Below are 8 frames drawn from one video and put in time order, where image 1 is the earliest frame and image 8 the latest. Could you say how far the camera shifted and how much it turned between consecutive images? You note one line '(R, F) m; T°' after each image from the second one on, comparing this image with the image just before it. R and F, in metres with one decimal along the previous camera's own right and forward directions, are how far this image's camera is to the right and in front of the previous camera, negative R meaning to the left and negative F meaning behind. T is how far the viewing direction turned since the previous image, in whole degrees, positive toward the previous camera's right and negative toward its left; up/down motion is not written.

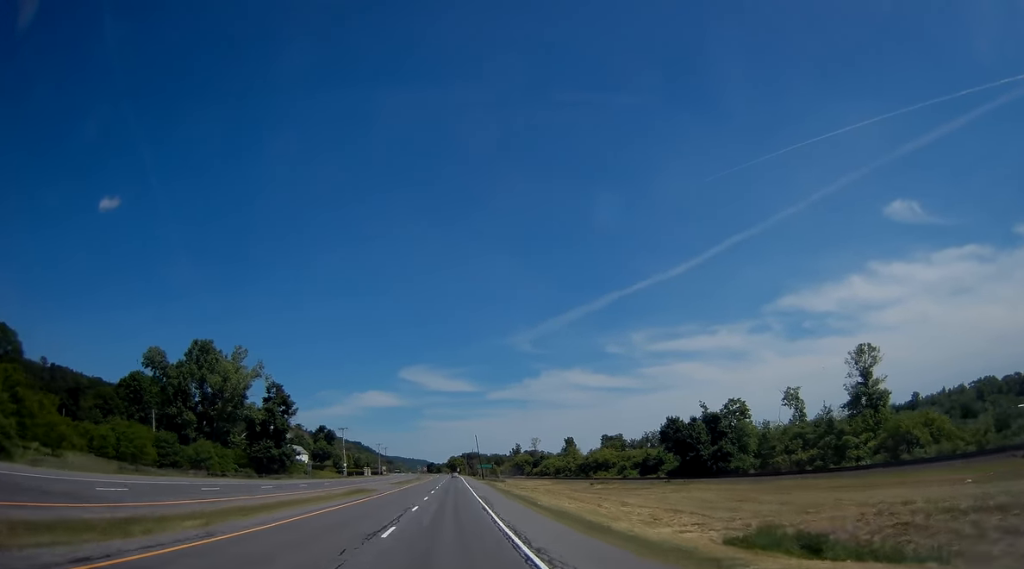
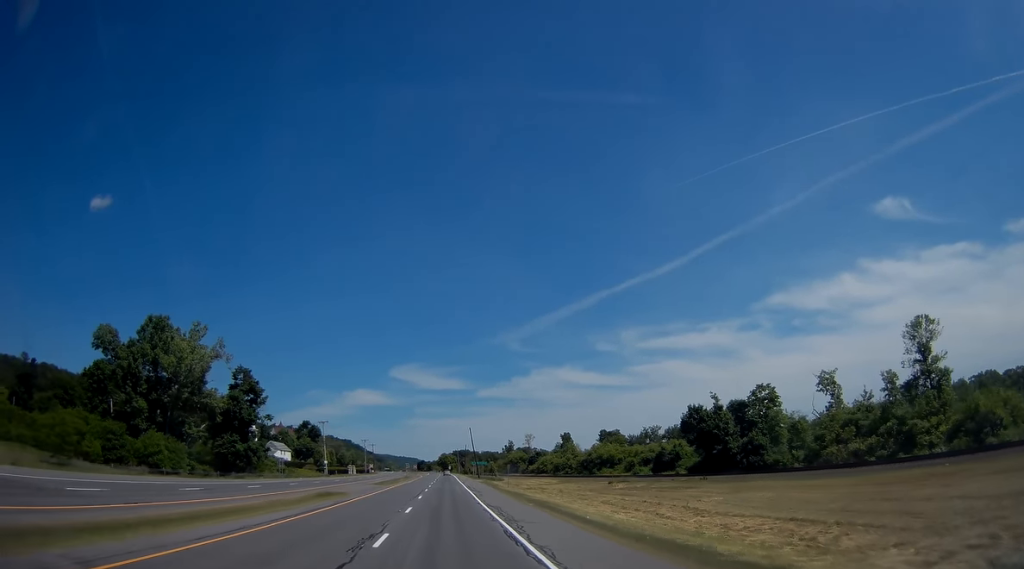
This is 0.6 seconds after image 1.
(-0.1, +14.4) m; 0°
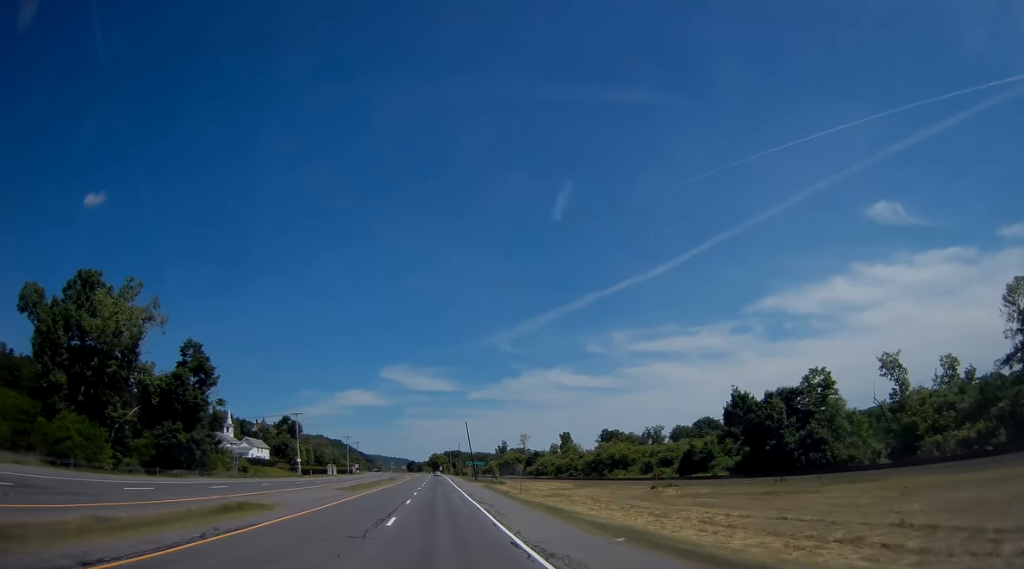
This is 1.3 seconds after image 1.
(0.0, +18.7) m; +1°
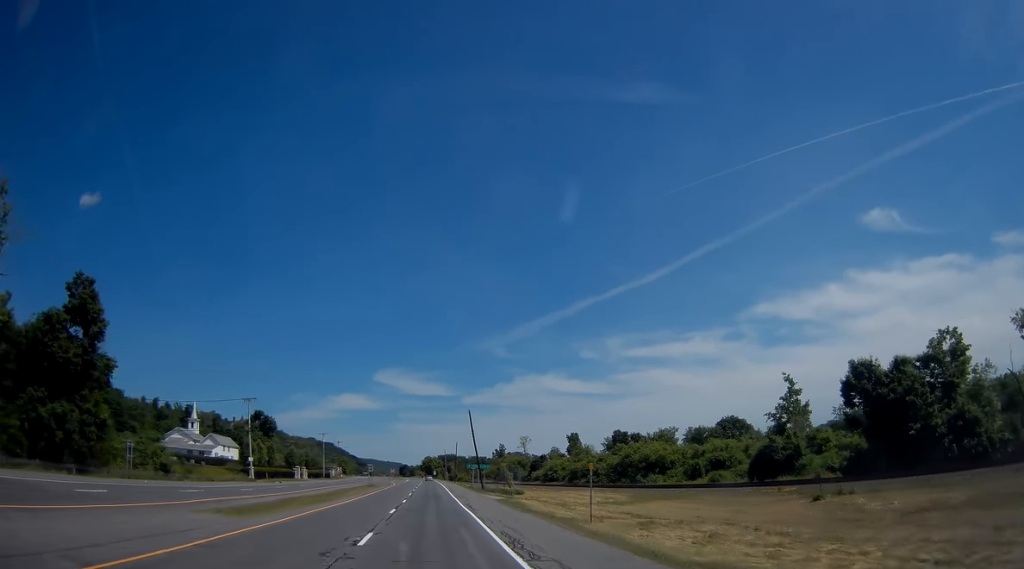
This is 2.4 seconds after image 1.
(+0.4, +28.1) m; +1°
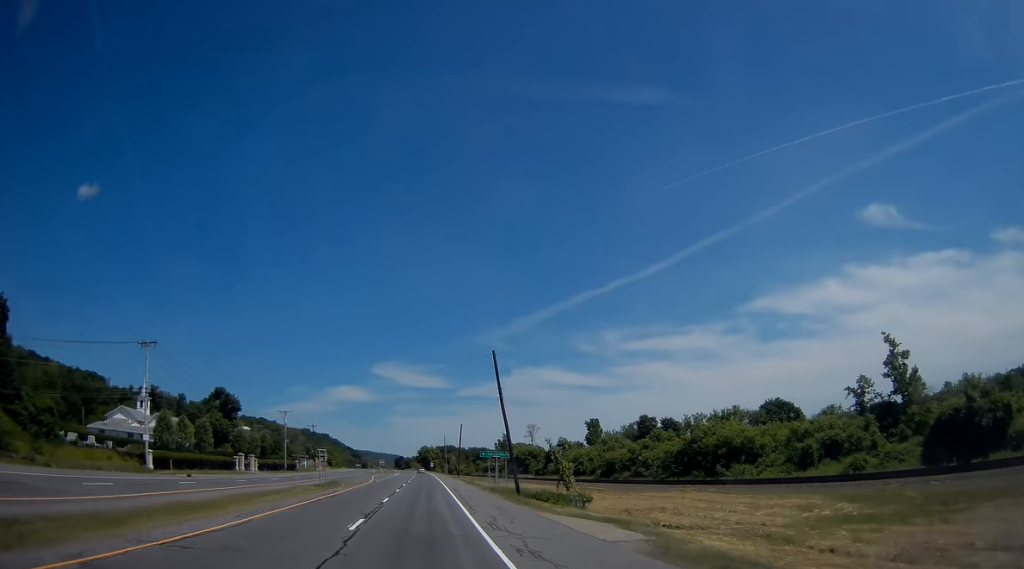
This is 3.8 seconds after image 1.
(+0.4, +34.9) m; +1°
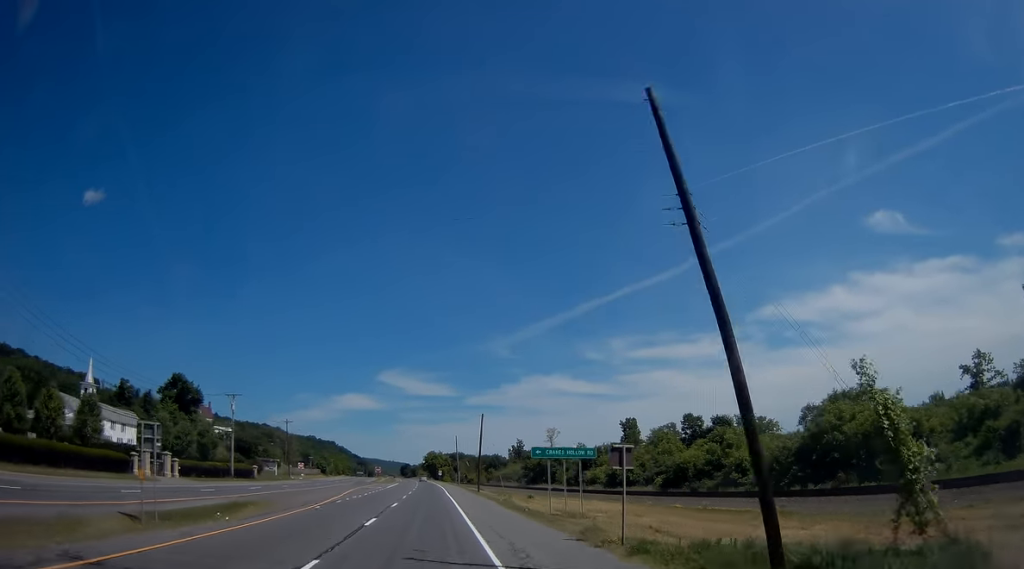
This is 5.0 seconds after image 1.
(-0.3, +32.4) m; -1°
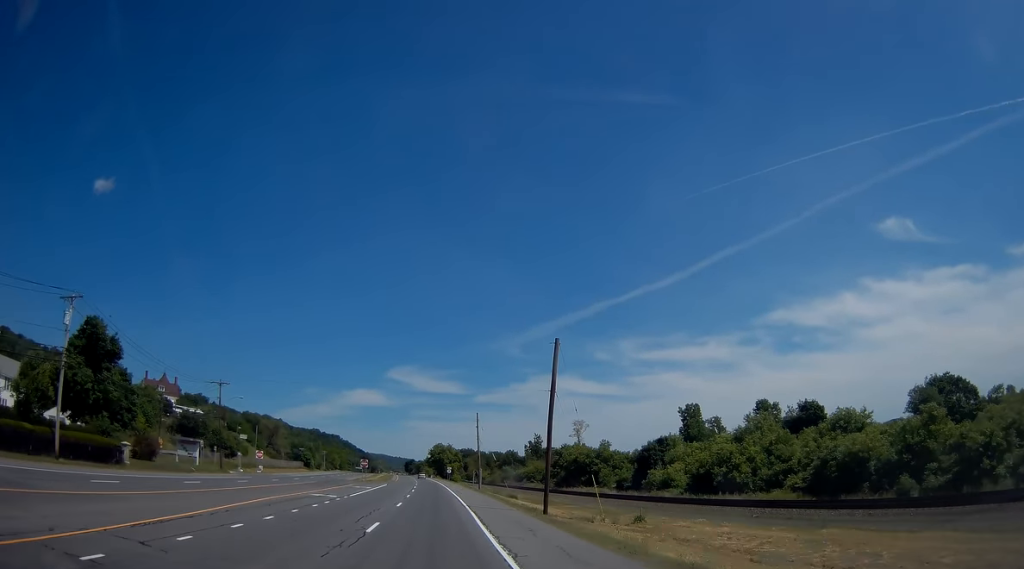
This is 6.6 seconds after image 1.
(-0.7, +40.0) m; -1°
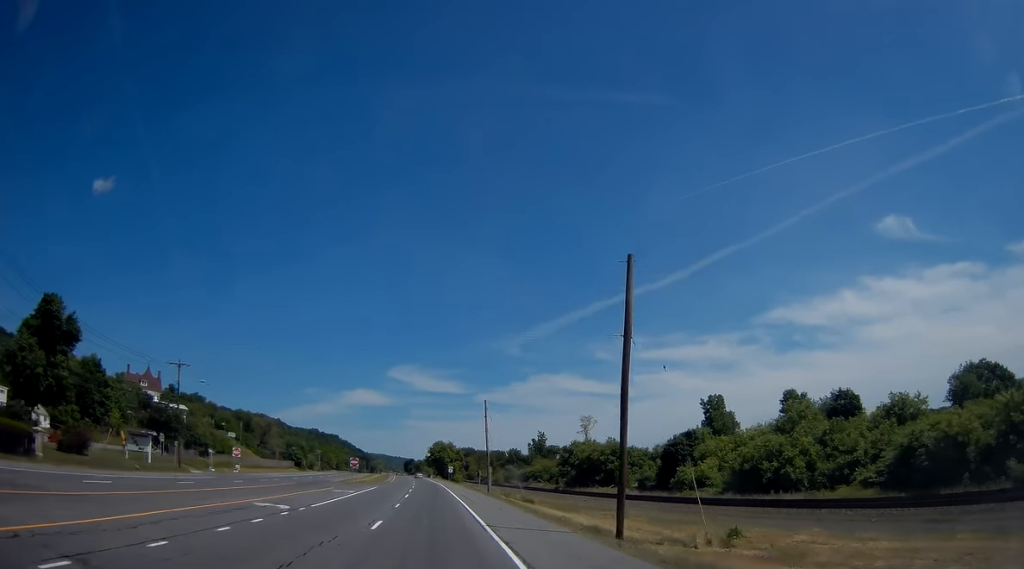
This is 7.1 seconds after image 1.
(-0.3, +12.8) m; 0°
